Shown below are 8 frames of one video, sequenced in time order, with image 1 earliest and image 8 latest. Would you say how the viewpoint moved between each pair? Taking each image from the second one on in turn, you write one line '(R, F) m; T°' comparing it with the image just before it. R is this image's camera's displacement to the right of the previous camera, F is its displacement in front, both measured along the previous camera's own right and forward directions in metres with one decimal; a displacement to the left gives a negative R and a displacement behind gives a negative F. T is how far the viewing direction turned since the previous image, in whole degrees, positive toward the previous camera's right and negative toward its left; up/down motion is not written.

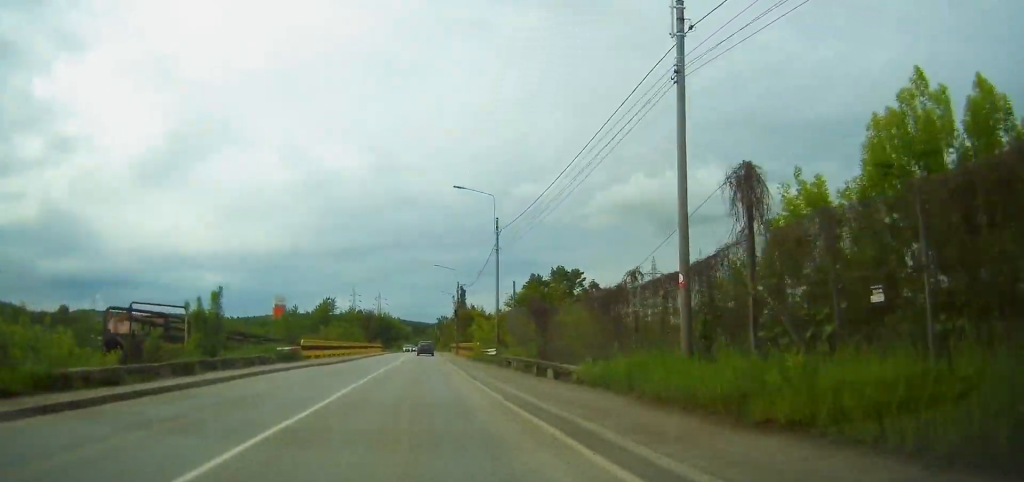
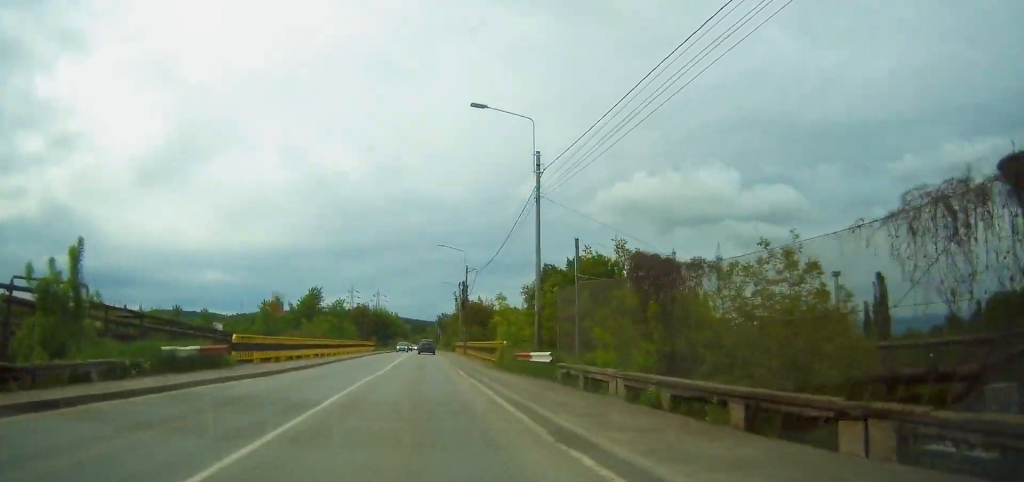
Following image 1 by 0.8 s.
(0.0, +14.0) m; 0°
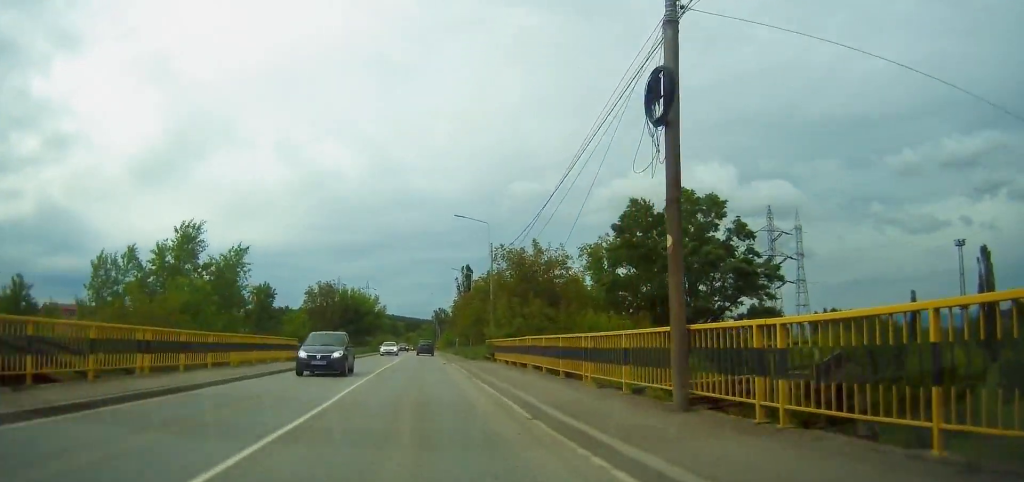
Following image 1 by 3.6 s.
(+0.2, +49.6) m; 0°
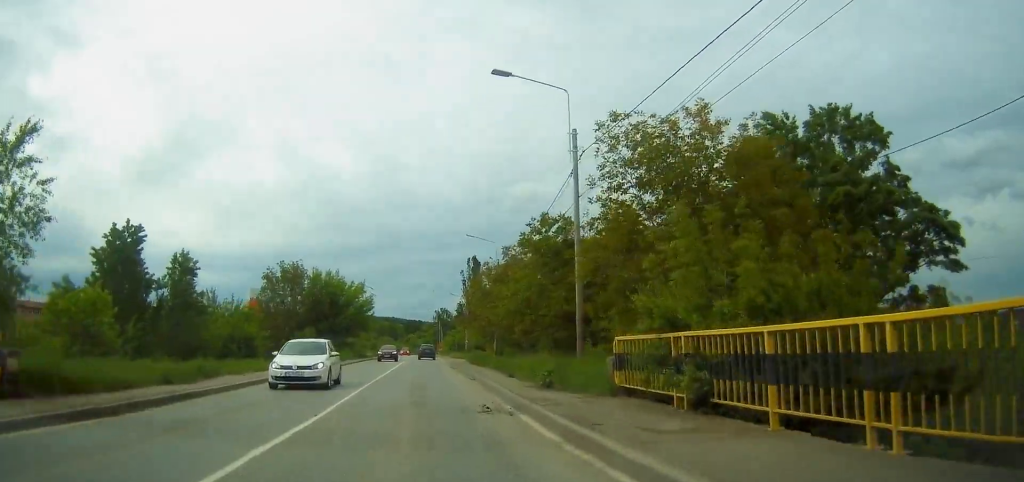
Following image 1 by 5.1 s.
(0.0, +26.1) m; 0°
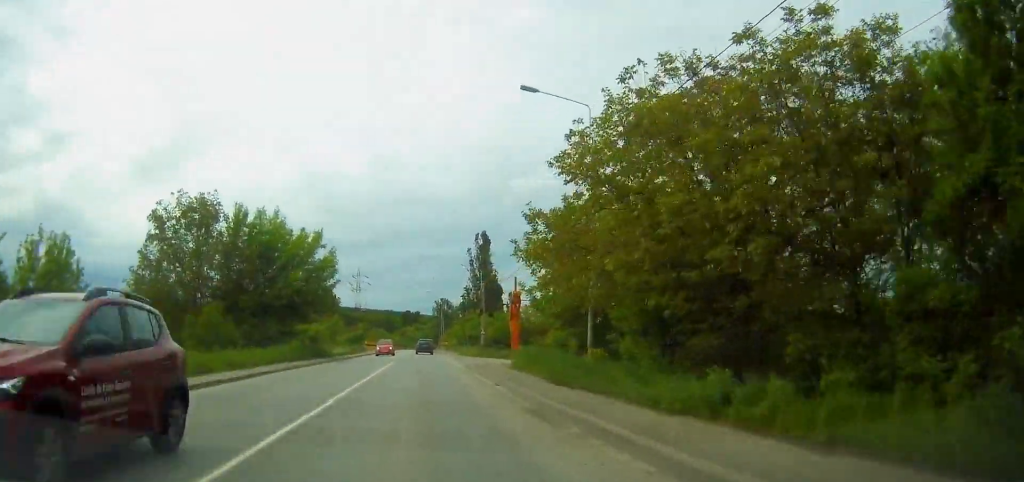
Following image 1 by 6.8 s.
(-0.1, +30.5) m; 0°
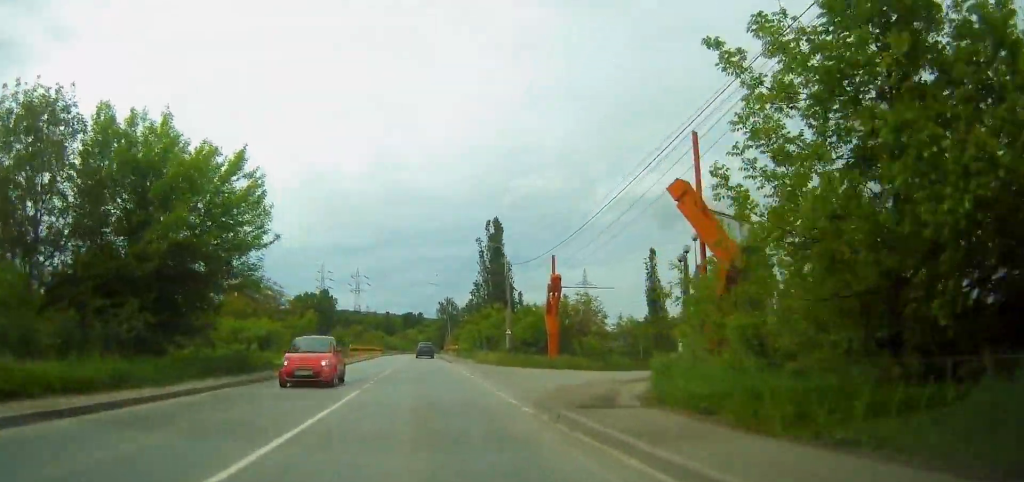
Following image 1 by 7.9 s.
(+0.1, +19.8) m; 0°
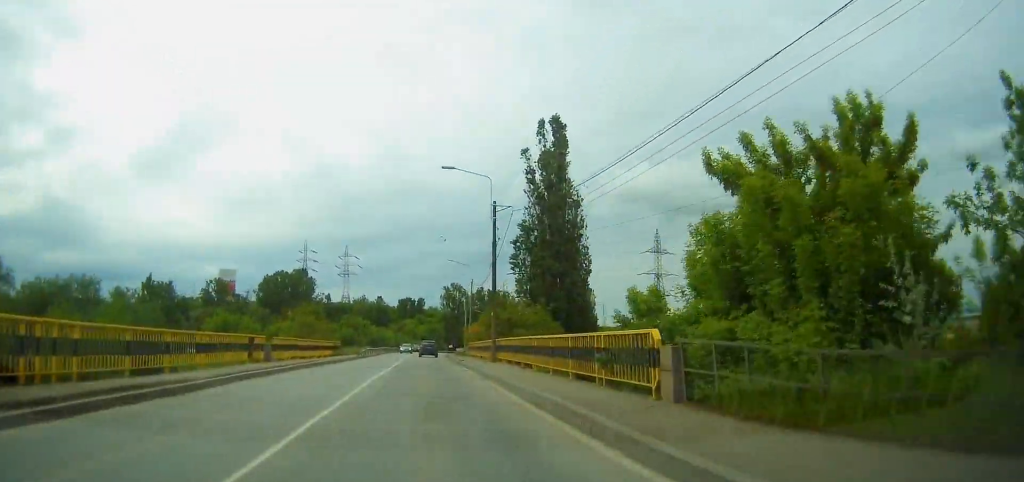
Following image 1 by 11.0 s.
(-0.1, +57.0) m; 0°
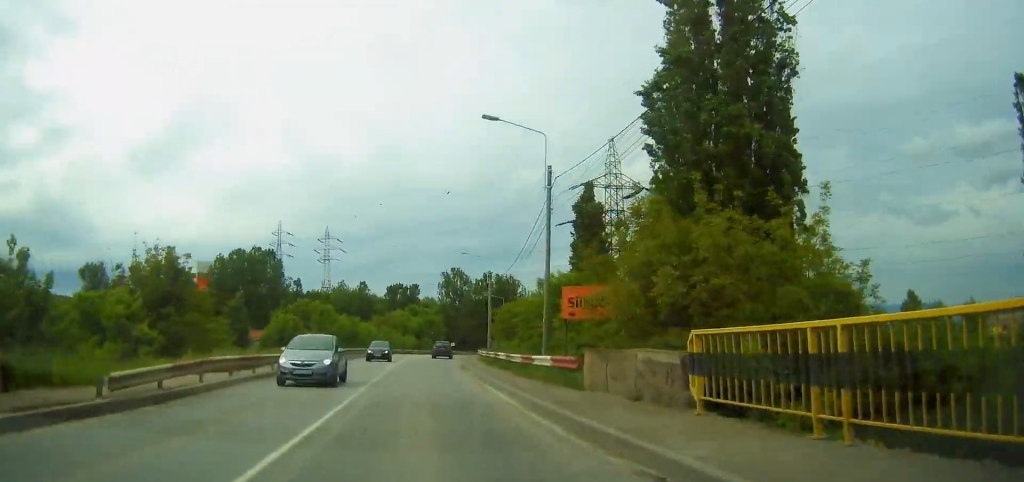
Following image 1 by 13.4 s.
(+0.5, +42.7) m; +1°
